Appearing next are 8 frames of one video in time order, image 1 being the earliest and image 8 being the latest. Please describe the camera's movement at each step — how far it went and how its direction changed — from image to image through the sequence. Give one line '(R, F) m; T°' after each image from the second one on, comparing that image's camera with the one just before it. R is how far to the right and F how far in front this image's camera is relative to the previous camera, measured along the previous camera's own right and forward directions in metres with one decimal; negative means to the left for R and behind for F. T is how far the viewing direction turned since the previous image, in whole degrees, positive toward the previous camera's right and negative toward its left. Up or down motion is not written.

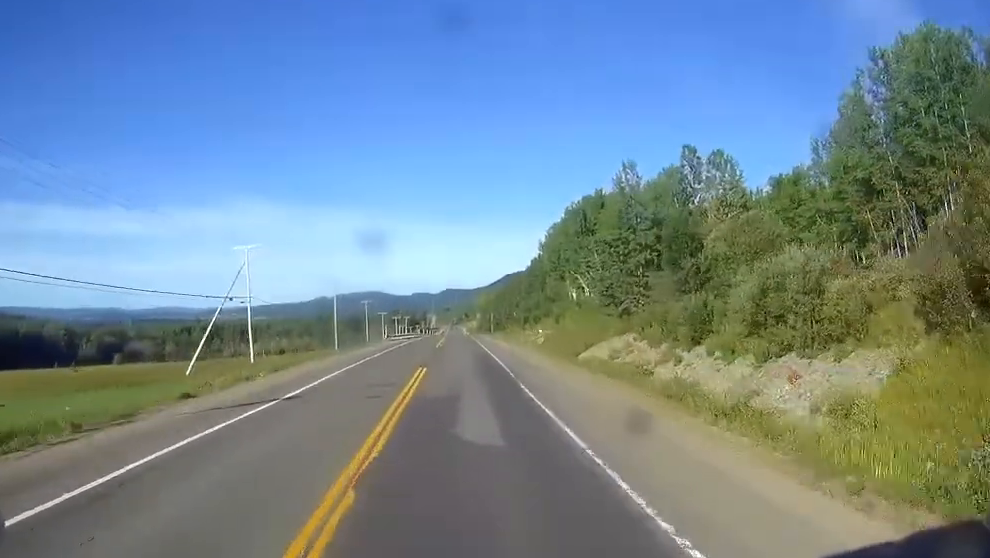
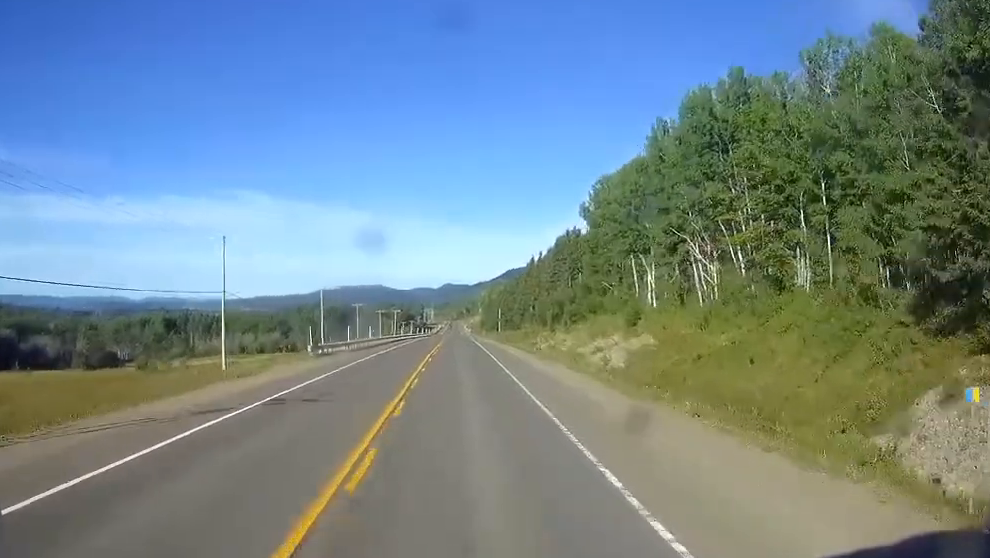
(+0.5, +62.5) m; +1°
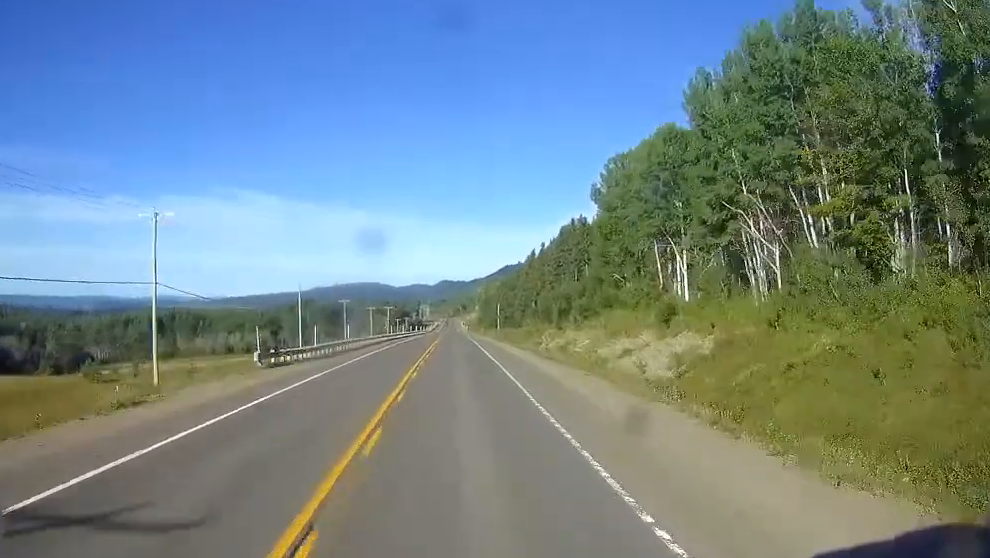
(0.0, +14.9) m; 0°
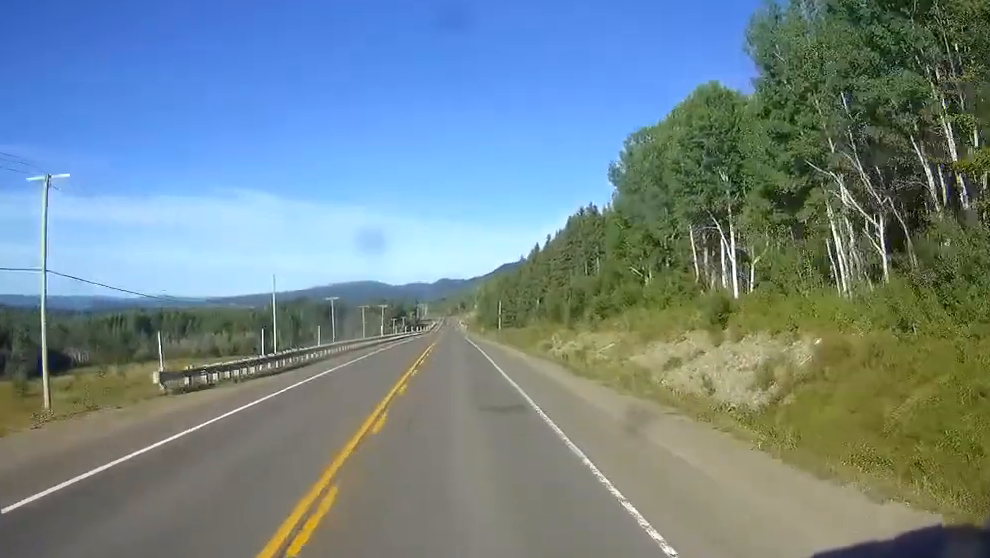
(+0.1, +14.9) m; 0°
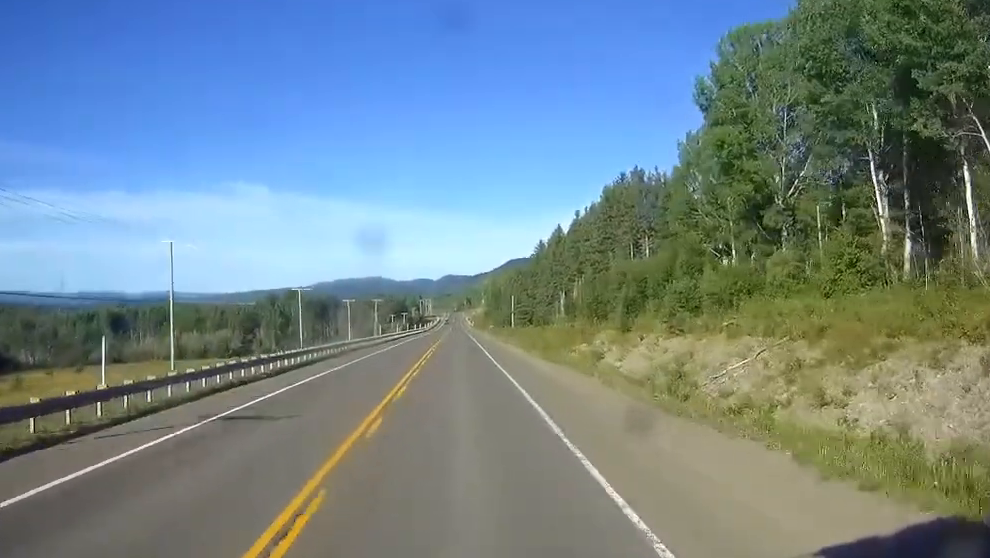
(+0.2, +36.3) m; 0°
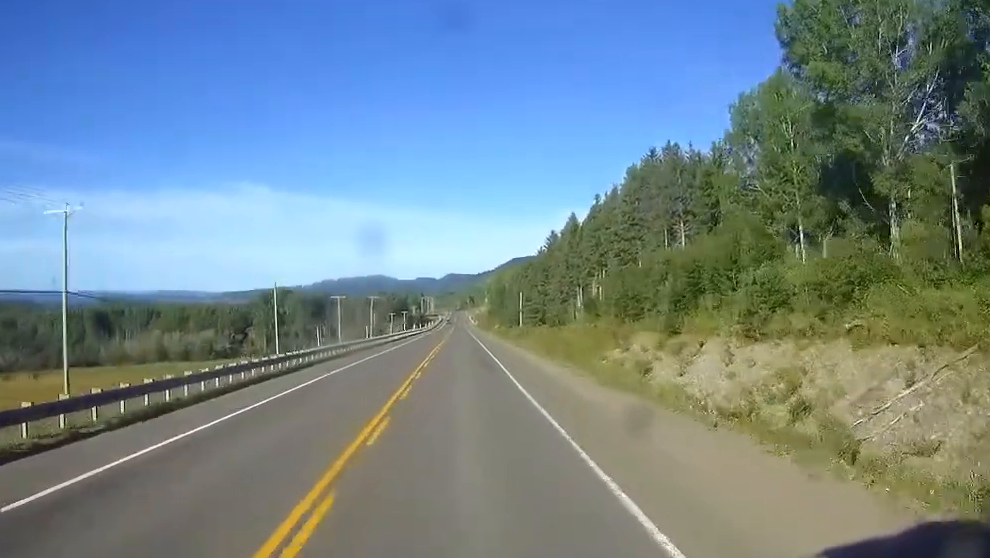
(0.0, +17.7) m; 0°
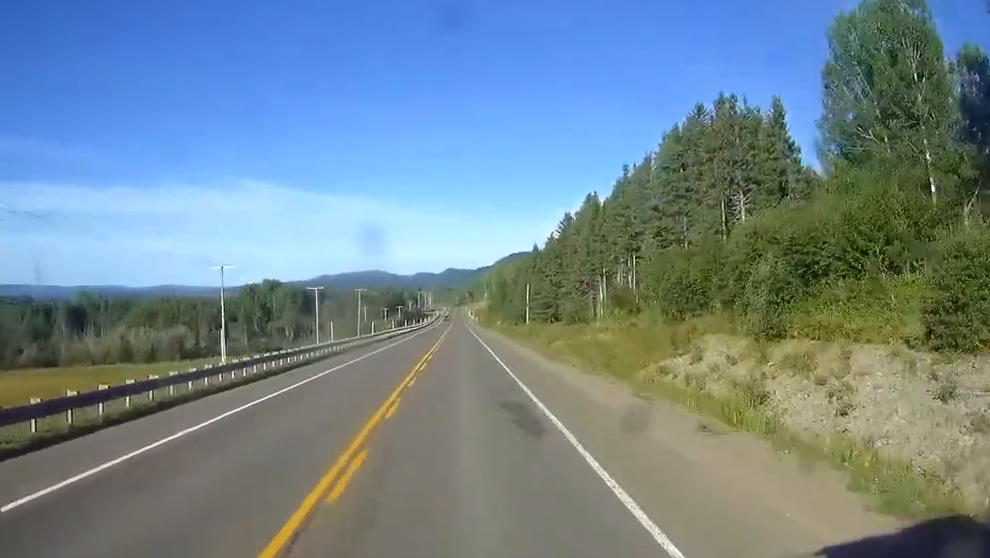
(-0.2, +22.4) m; 0°
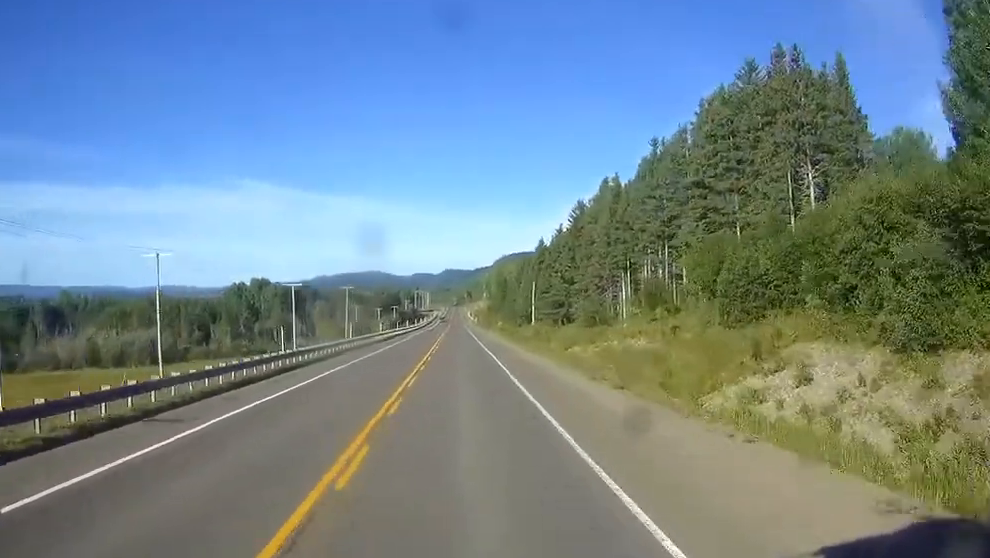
(0.0, +16.9) m; 0°
